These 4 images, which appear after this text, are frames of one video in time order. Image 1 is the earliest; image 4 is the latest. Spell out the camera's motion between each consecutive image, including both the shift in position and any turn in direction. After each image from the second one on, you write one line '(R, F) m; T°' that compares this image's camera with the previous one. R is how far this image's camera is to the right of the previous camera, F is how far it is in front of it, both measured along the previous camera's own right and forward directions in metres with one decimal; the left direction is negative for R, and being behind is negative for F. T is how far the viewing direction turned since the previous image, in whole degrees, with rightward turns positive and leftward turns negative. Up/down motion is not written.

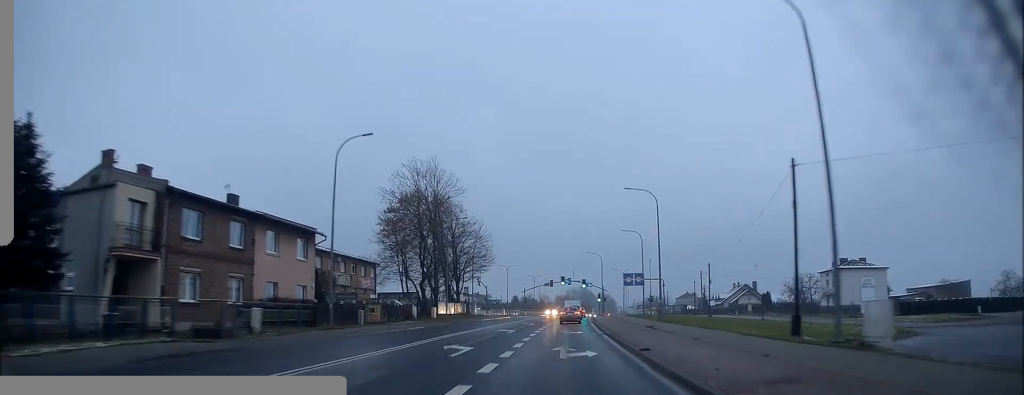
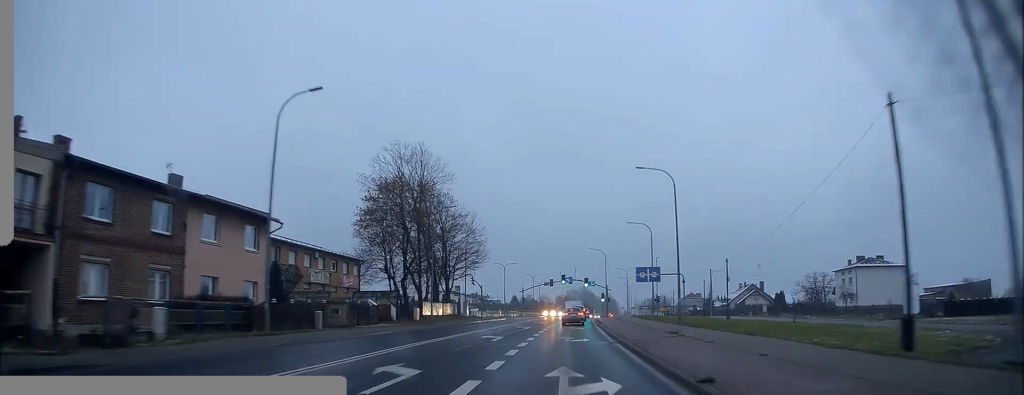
(+0.1, +7.2) m; 0°
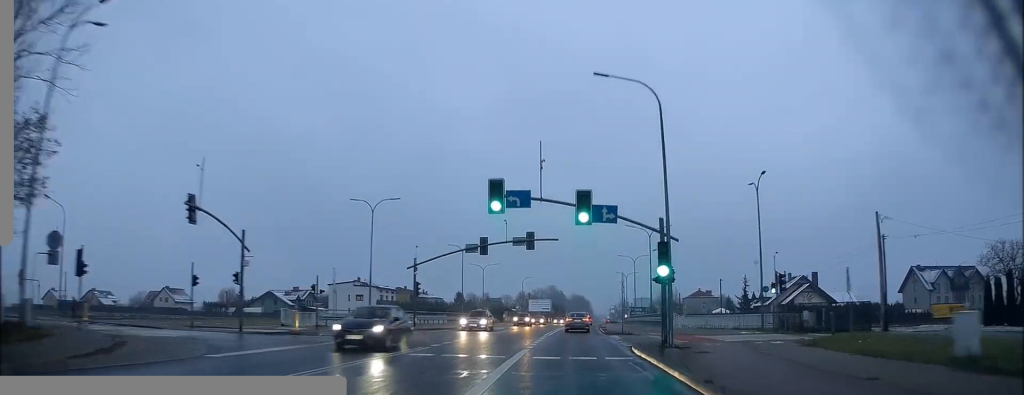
(+1.0, +67.5) m; +3°
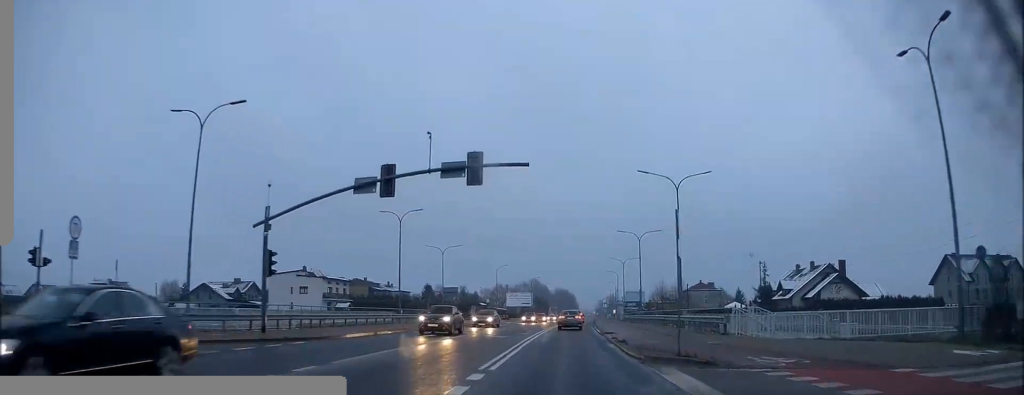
(0.0, +22.4) m; +1°
